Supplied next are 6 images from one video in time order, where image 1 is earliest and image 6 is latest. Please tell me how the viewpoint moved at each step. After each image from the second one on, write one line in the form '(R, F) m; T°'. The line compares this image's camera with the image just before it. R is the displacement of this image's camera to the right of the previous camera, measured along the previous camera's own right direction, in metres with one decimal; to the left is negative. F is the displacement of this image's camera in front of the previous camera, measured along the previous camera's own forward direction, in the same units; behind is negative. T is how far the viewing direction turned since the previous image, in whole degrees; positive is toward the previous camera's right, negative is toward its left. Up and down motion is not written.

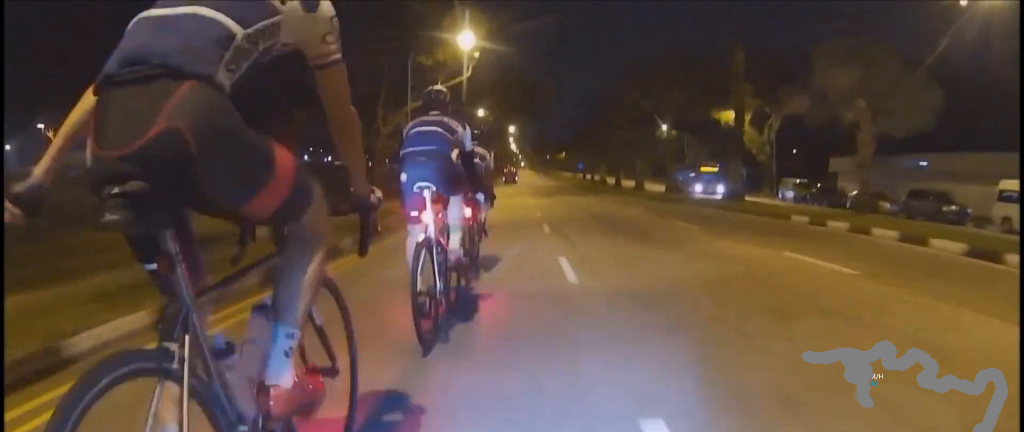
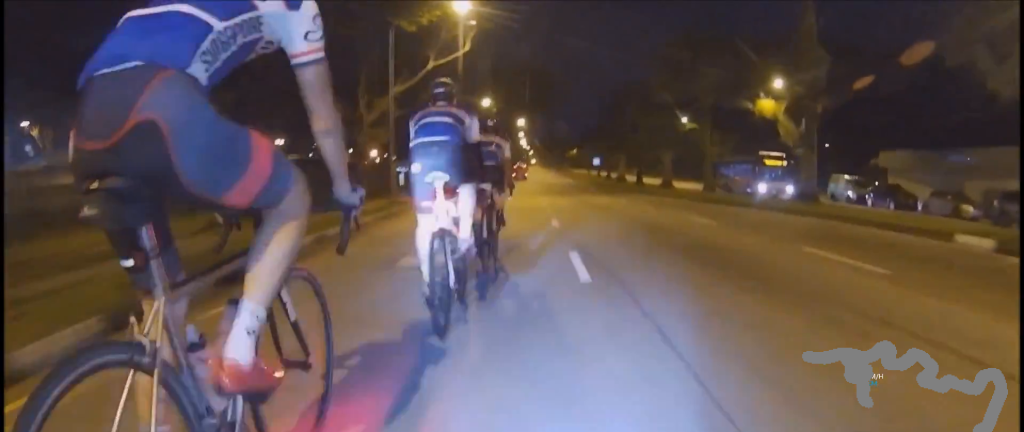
(-0.1, +6.7) m; +2°
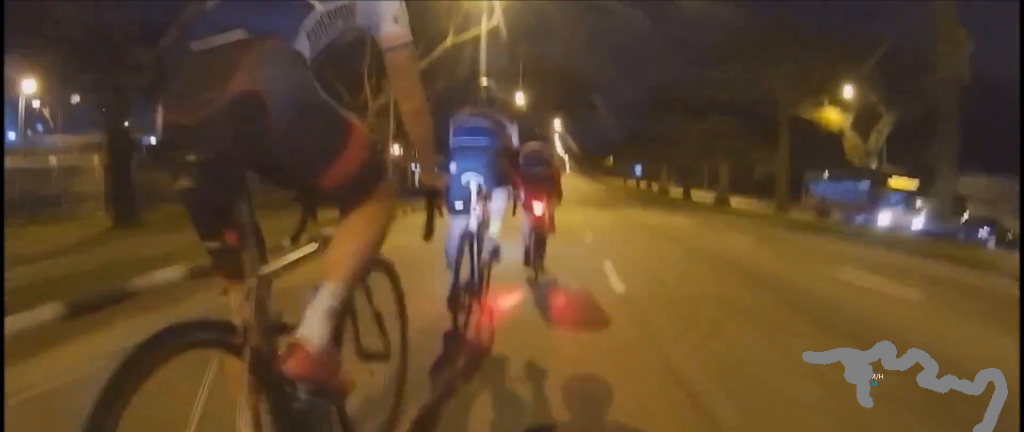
(-0.2, +6.3) m; +4°
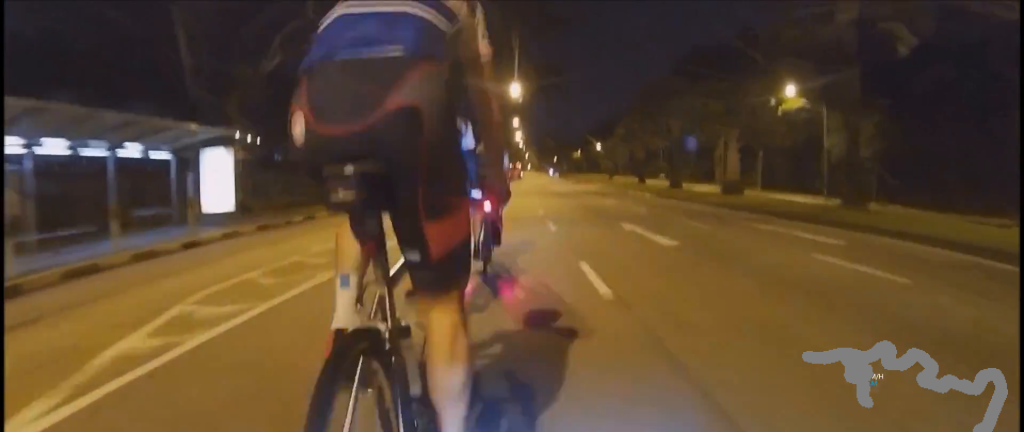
(-0.2, +33.1) m; 0°
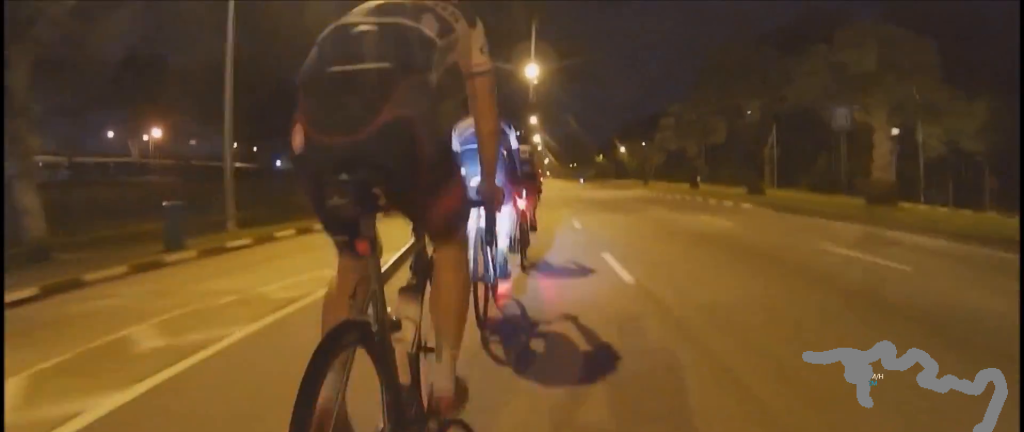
(-0.6, +12.6) m; 0°
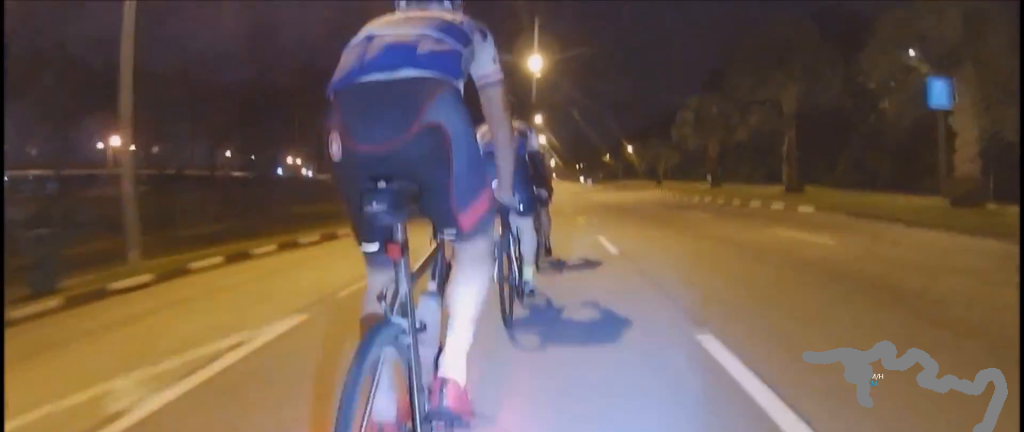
(+0.5, +4.2) m; 0°
